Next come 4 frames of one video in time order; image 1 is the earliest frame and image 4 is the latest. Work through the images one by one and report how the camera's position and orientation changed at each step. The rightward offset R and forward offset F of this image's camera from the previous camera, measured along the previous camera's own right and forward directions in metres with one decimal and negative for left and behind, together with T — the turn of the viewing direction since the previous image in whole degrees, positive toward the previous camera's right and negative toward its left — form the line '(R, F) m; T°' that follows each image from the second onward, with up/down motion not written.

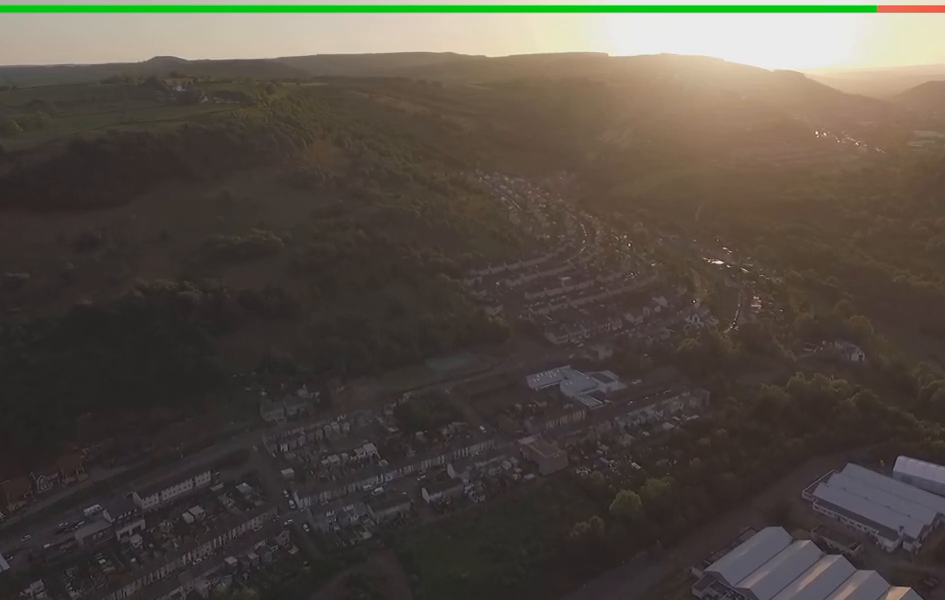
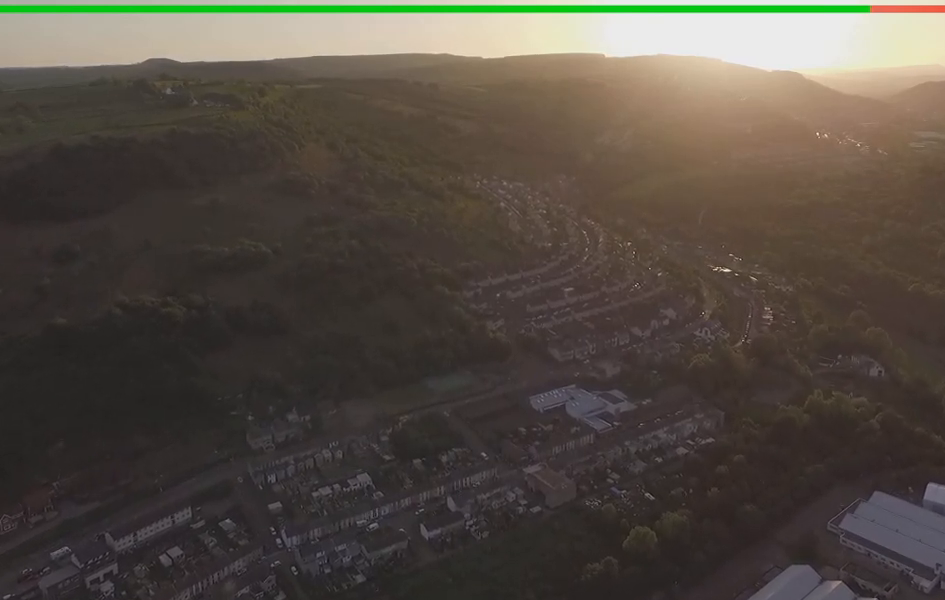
(-0.1, +29.1) m; -1°
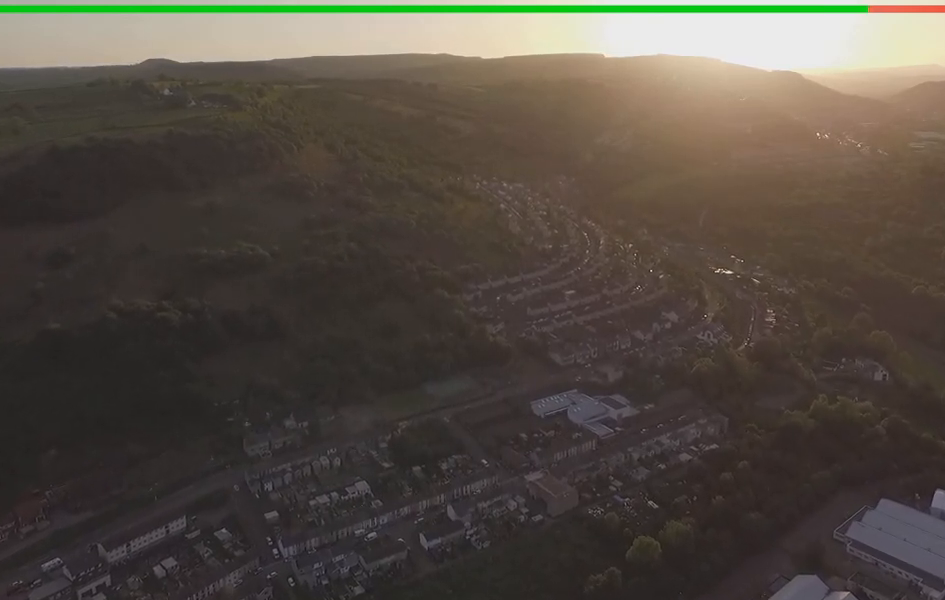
(-0.1, +7.2) m; -1°
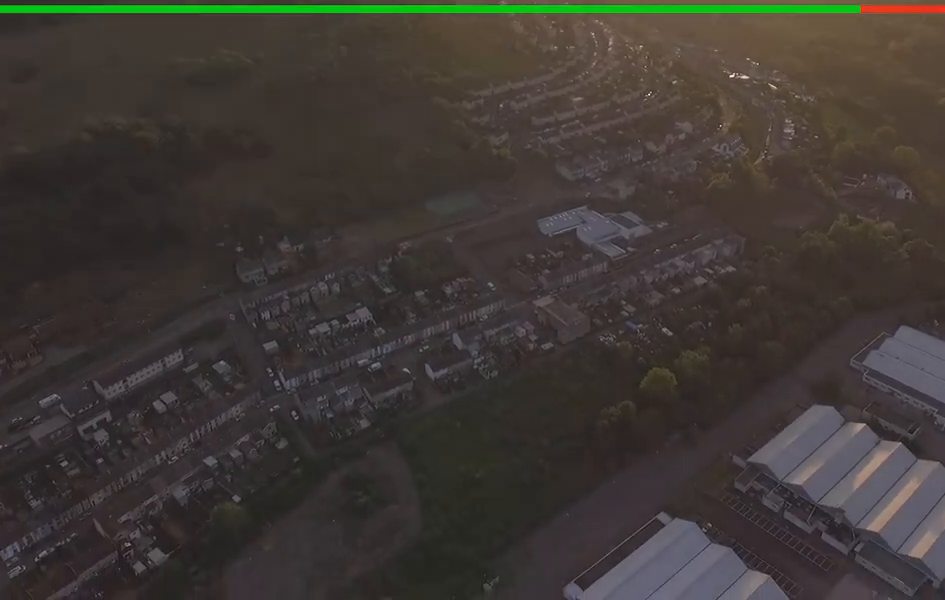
(-1.0, +34.0) m; -2°
